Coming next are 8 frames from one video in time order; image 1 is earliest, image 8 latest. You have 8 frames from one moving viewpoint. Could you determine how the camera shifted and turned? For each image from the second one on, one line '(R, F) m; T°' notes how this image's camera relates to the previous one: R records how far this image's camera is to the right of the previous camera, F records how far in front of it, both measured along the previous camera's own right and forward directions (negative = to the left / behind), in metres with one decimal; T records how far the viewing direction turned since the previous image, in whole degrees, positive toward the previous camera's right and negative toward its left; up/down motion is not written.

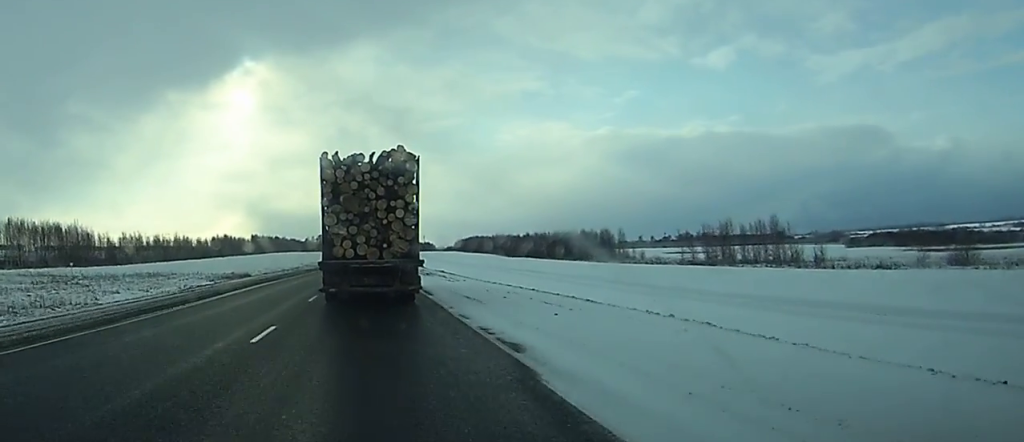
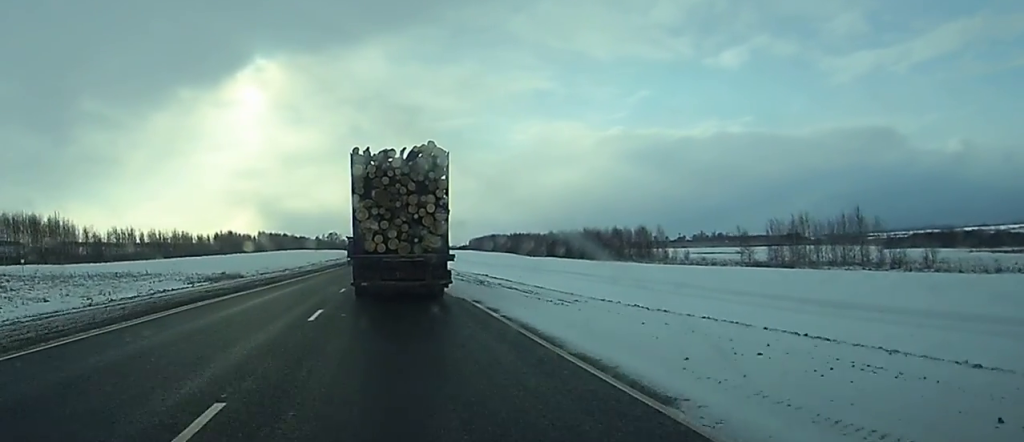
(-0.1, +20.4) m; 0°
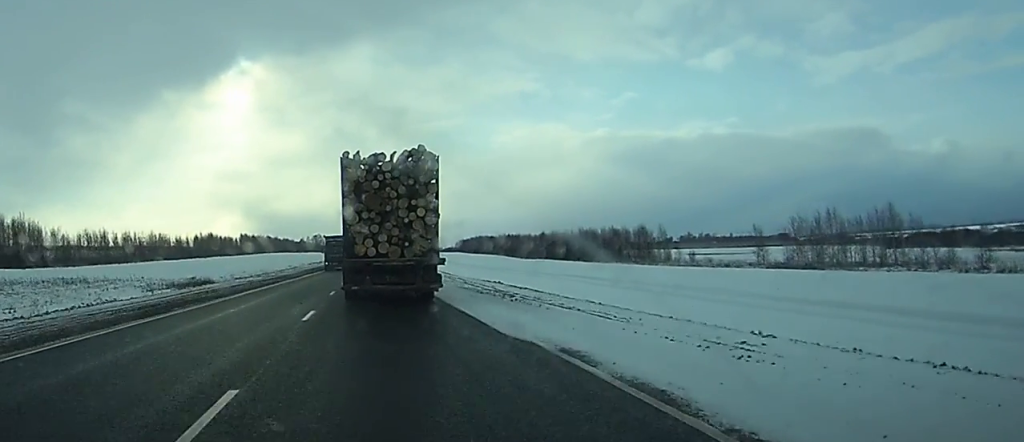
(0.0, +10.9) m; 0°
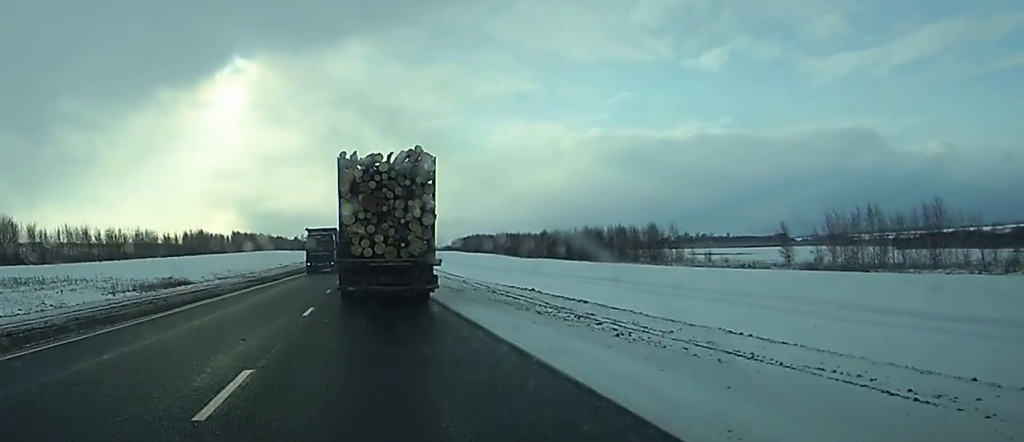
(0.0, +10.4) m; 0°
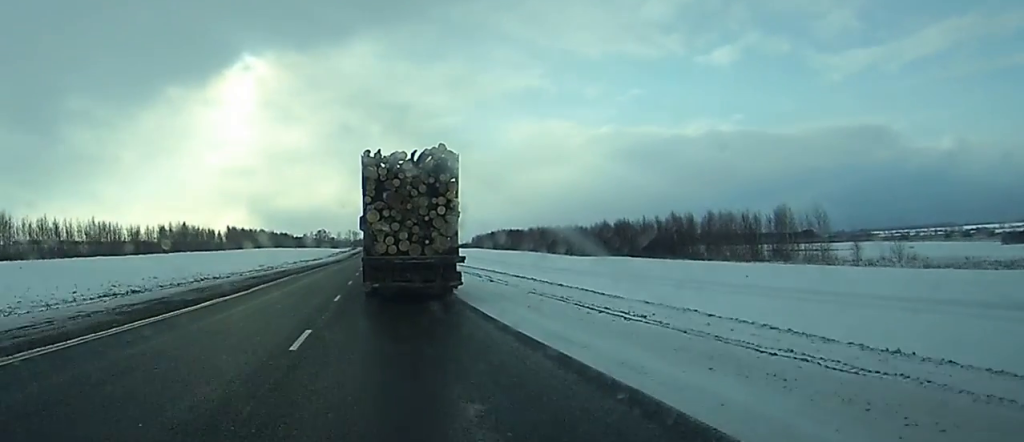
(+0.3, +54.9) m; 0°
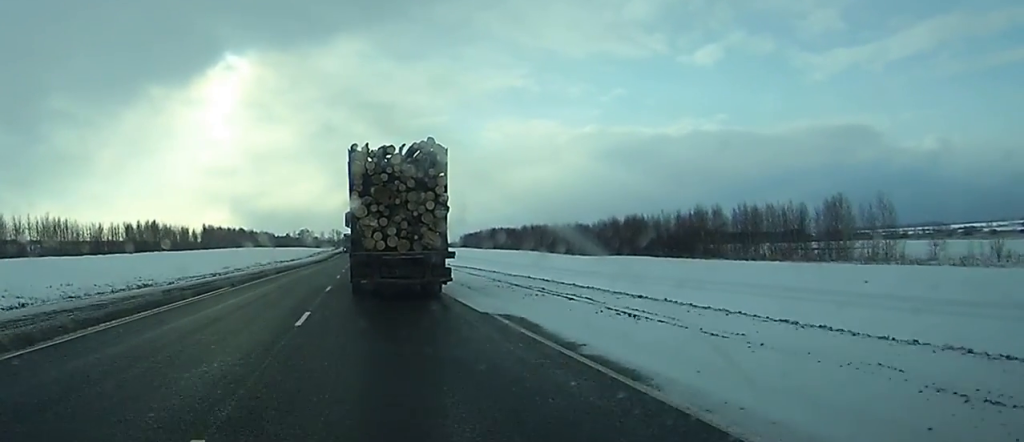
(-0.1, +20.3) m; 0°
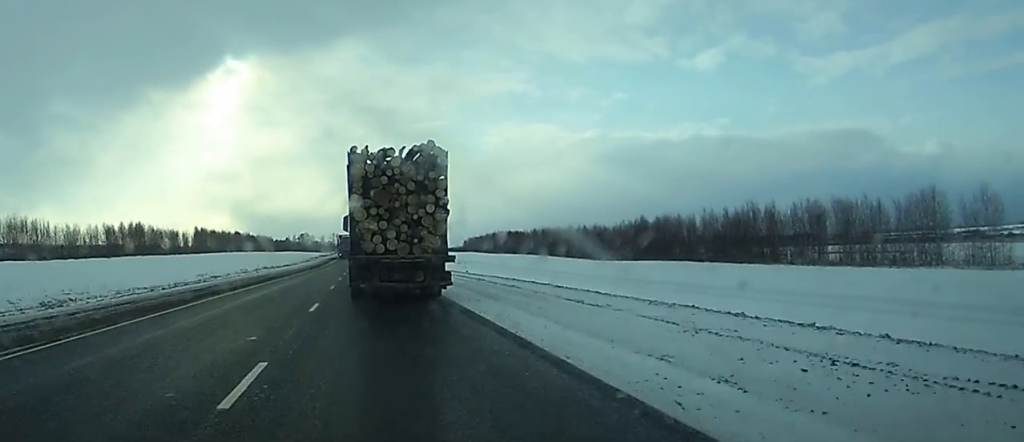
(+0.2, +19.6) m; +1°
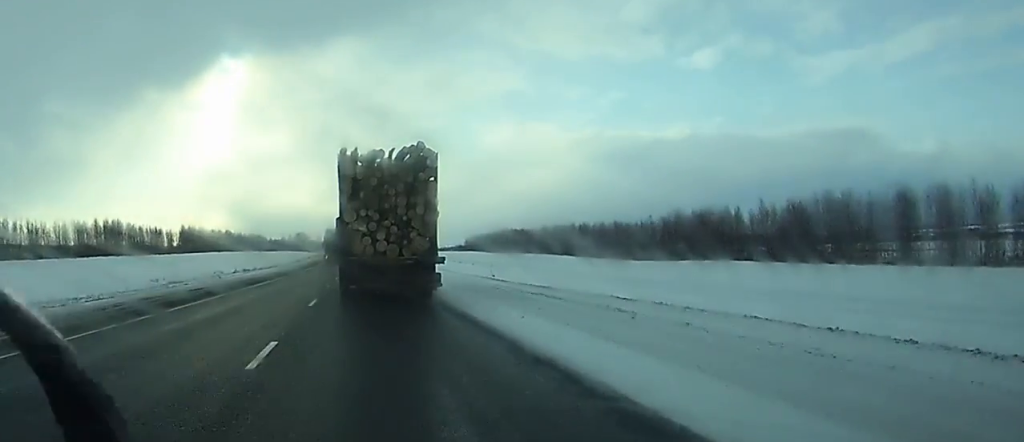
(+0.1, +21.7) m; 0°
